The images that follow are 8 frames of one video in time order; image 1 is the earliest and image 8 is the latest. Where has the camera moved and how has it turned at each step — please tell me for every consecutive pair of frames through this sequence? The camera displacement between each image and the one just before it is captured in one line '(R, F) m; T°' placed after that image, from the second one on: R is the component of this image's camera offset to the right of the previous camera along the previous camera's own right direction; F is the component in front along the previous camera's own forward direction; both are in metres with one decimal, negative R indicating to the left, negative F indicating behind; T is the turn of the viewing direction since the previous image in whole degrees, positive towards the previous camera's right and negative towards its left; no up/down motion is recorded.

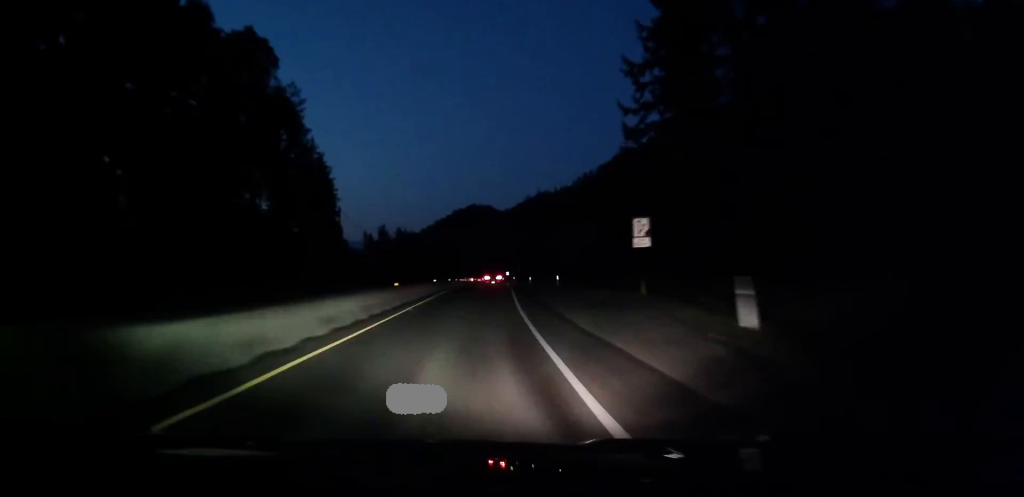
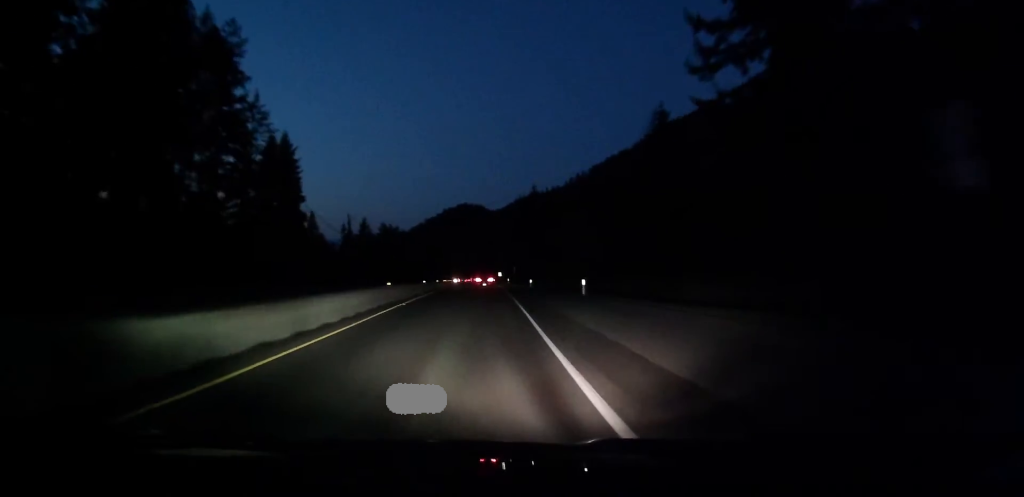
(+0.9, +20.7) m; +3°
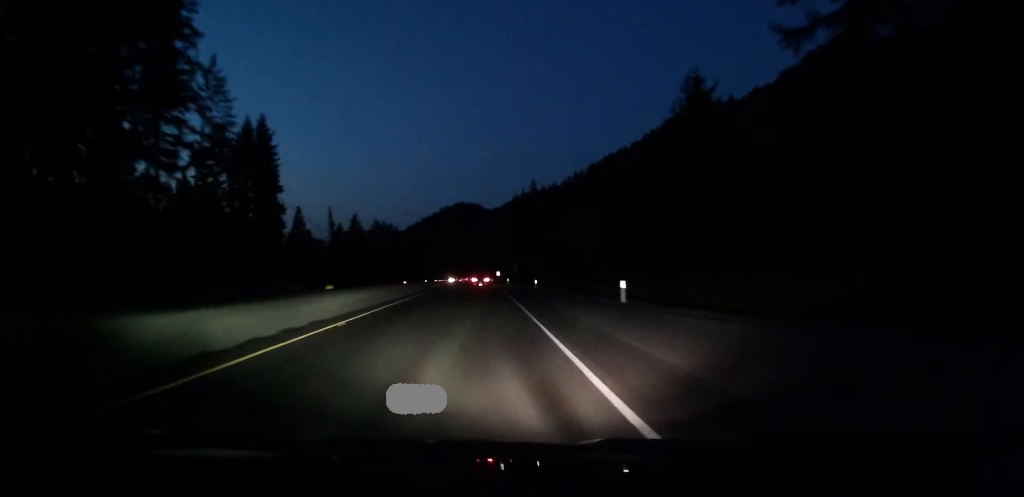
(+0.3, +11.8) m; +1°
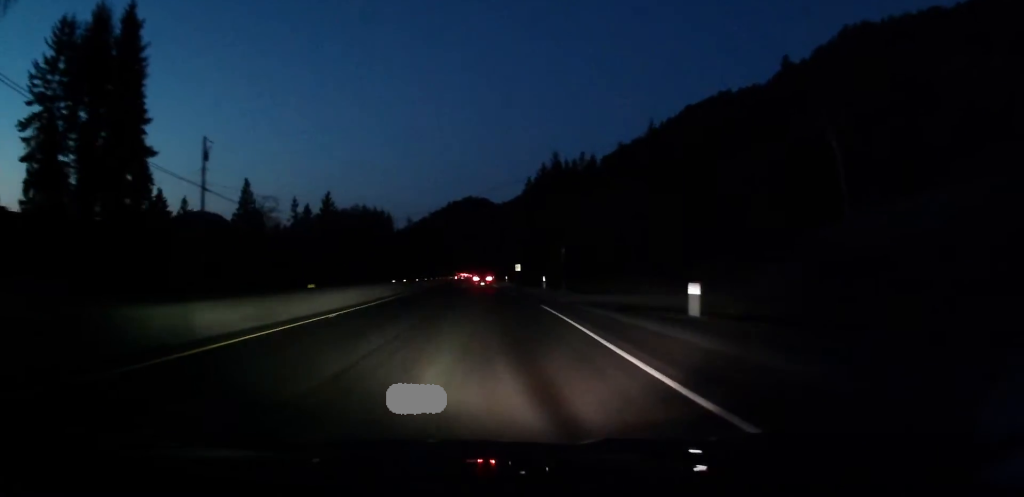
(+0.6, +47.6) m; +1°
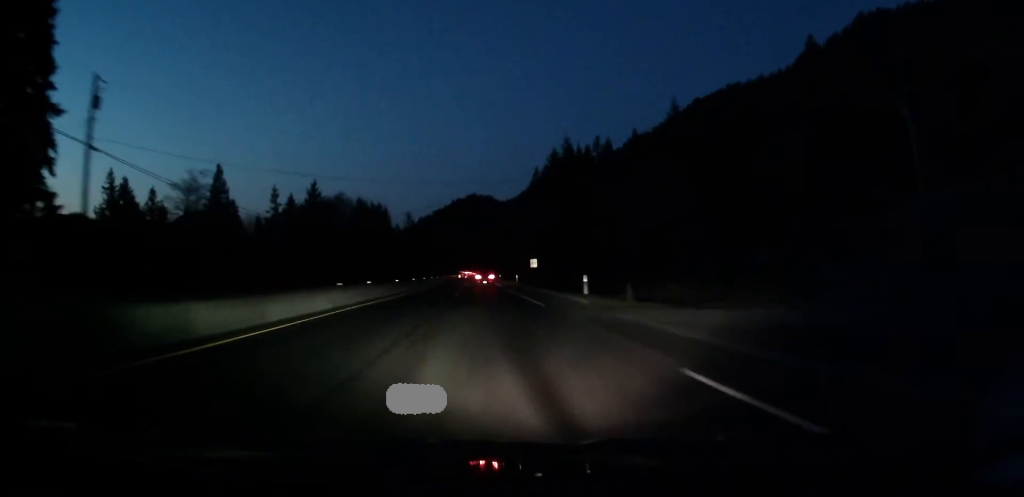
(0.0, +17.7) m; 0°
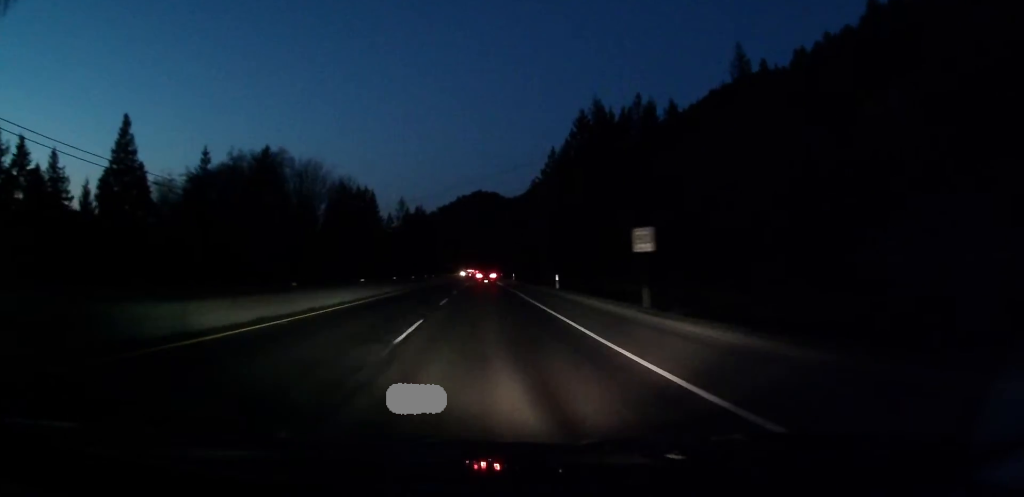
(0.0, +38.5) m; 0°
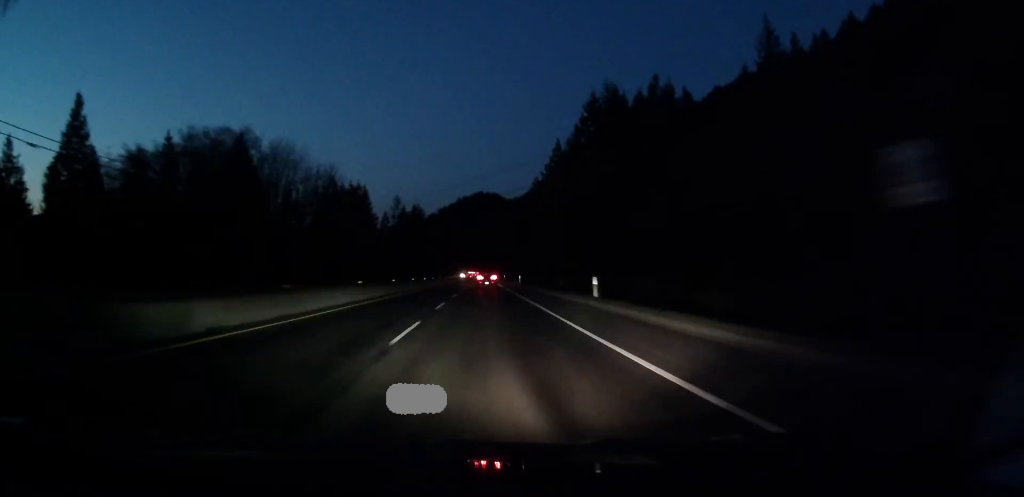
(0.0, +13.1) m; 0°
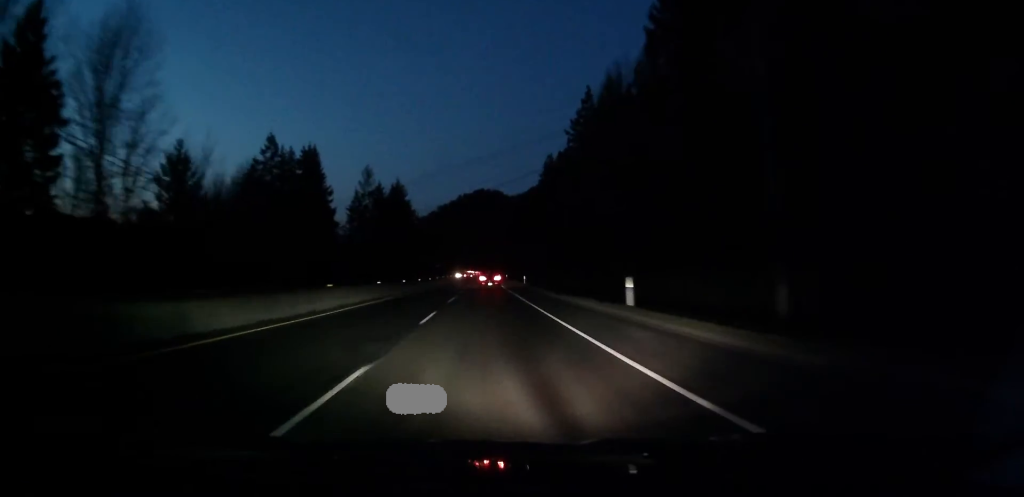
(-0.2, +56.3) m; 0°
